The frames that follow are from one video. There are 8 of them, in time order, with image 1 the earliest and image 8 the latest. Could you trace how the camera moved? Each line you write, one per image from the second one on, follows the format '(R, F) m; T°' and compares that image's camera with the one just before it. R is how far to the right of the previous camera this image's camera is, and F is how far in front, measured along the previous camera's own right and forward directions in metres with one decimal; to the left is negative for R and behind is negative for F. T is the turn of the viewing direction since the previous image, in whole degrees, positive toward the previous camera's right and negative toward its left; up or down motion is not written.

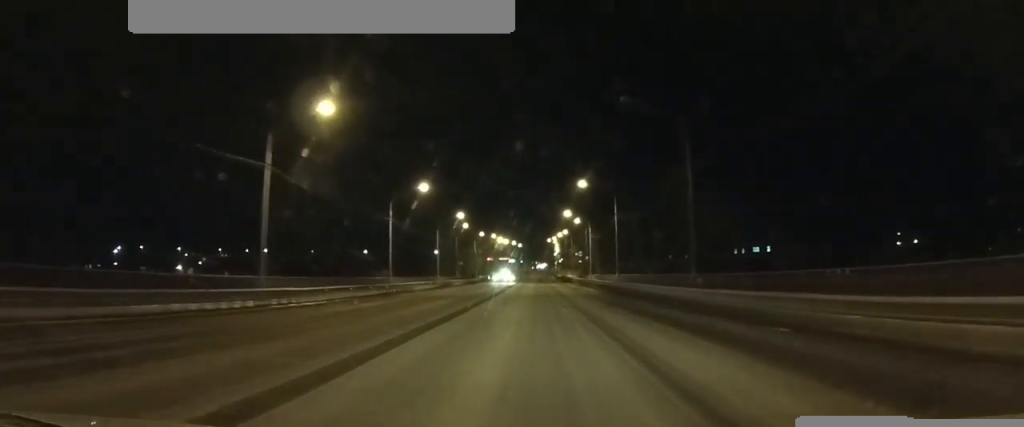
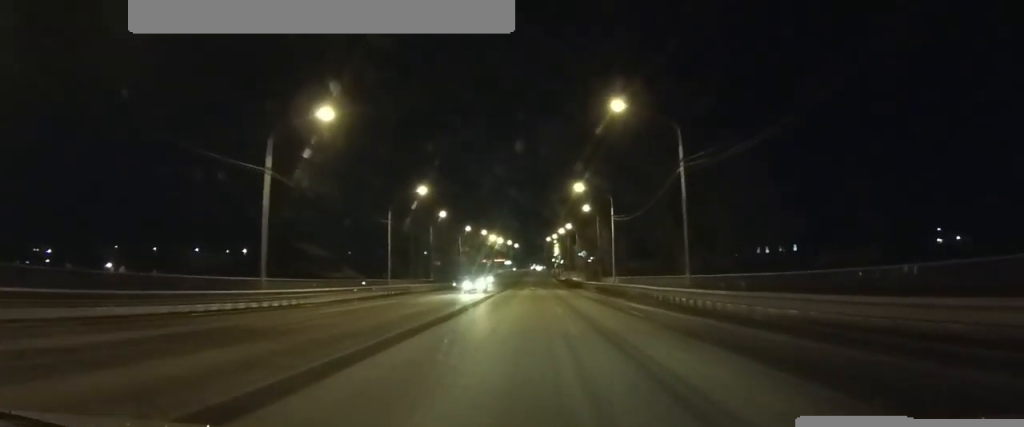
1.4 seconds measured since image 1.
(0.0, +24.7) m; 0°
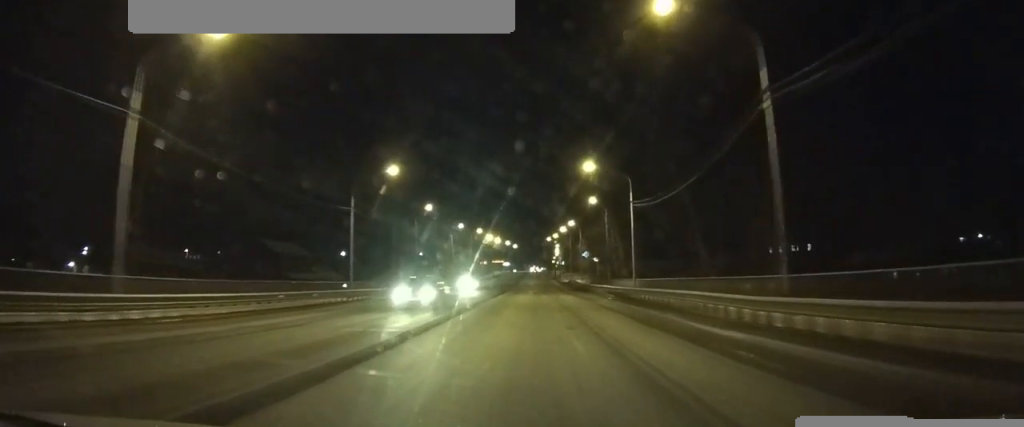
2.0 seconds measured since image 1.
(0.0, +11.7) m; -1°
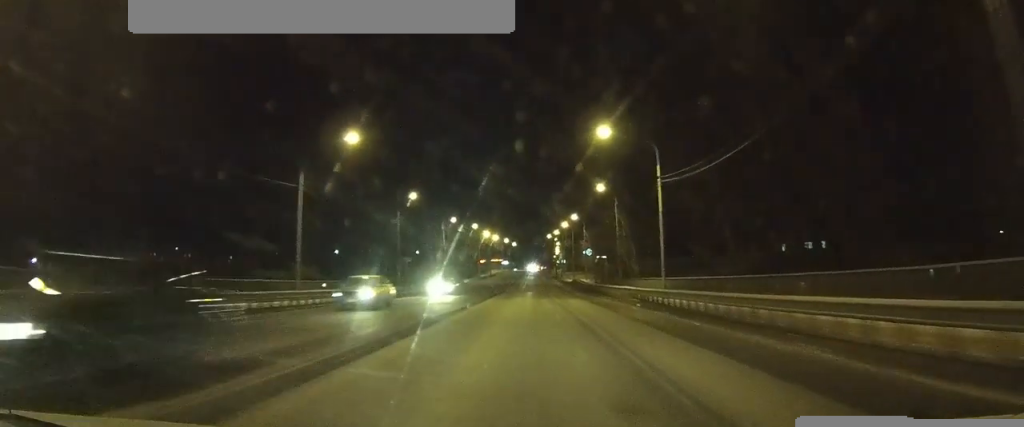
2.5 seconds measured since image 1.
(0.0, +10.7) m; 0°
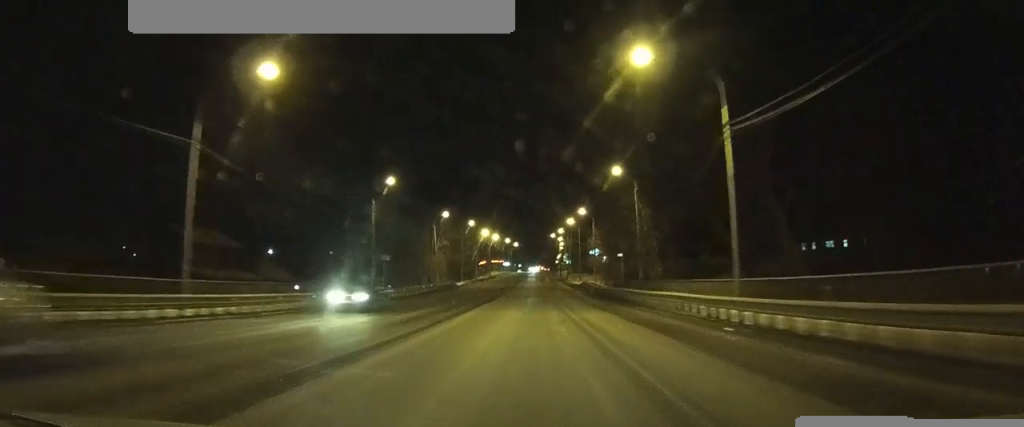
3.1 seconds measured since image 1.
(-0.2, +13.4) m; 0°
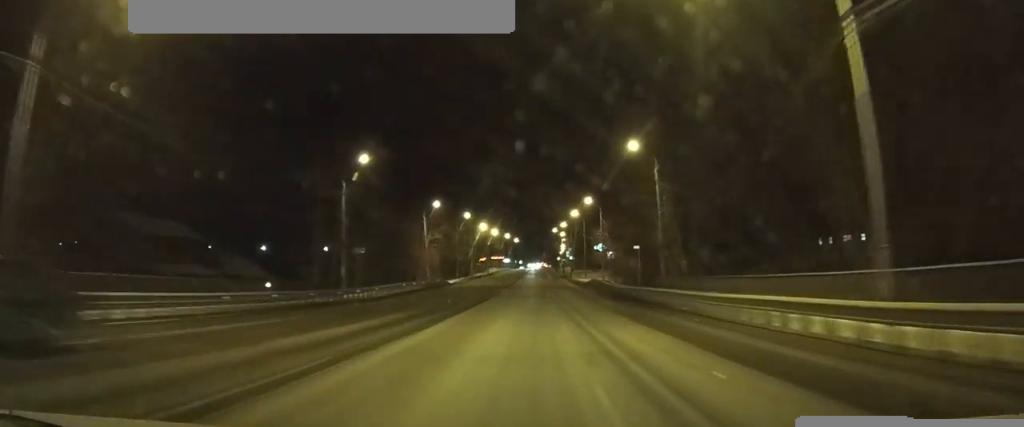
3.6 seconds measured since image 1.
(0.0, +10.7) m; 0°
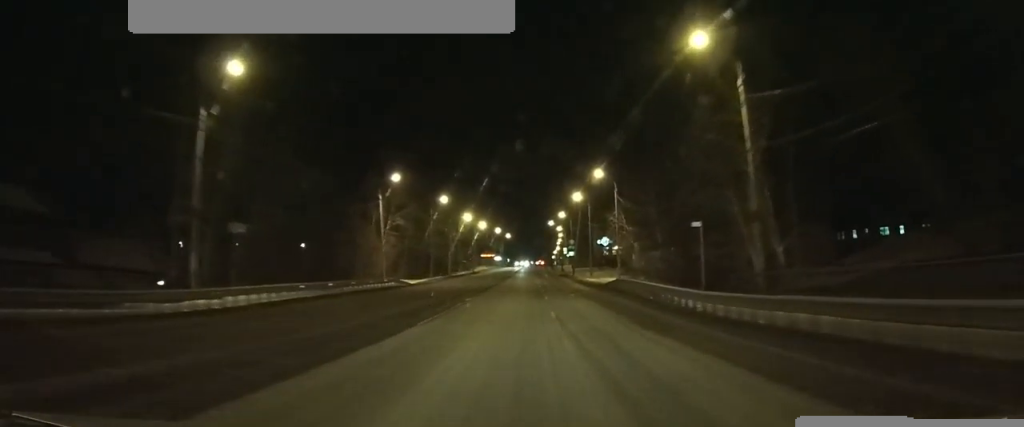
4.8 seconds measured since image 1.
(+0.1, +22.7) m; 0°
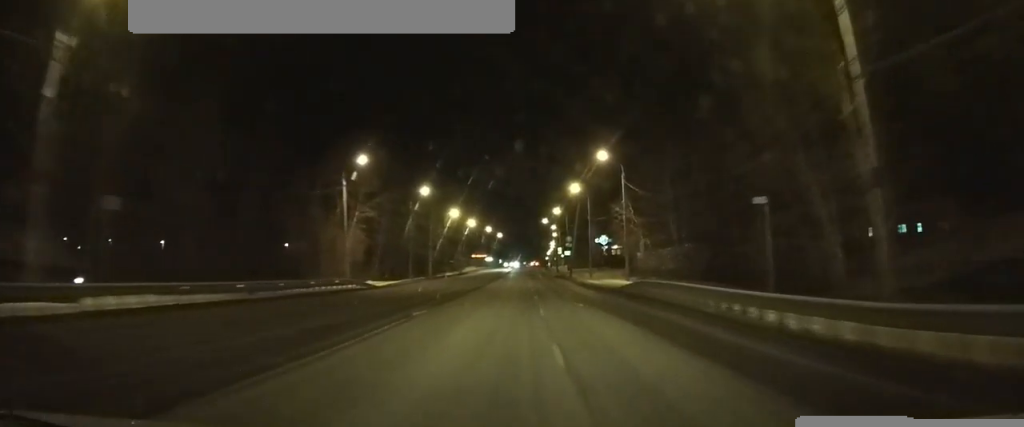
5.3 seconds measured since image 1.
(0.0, +9.6) m; 0°
